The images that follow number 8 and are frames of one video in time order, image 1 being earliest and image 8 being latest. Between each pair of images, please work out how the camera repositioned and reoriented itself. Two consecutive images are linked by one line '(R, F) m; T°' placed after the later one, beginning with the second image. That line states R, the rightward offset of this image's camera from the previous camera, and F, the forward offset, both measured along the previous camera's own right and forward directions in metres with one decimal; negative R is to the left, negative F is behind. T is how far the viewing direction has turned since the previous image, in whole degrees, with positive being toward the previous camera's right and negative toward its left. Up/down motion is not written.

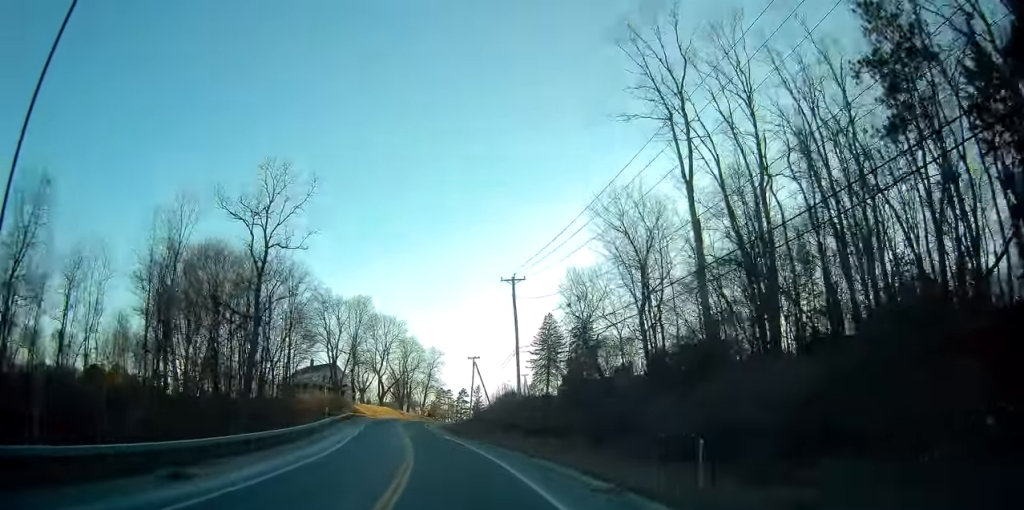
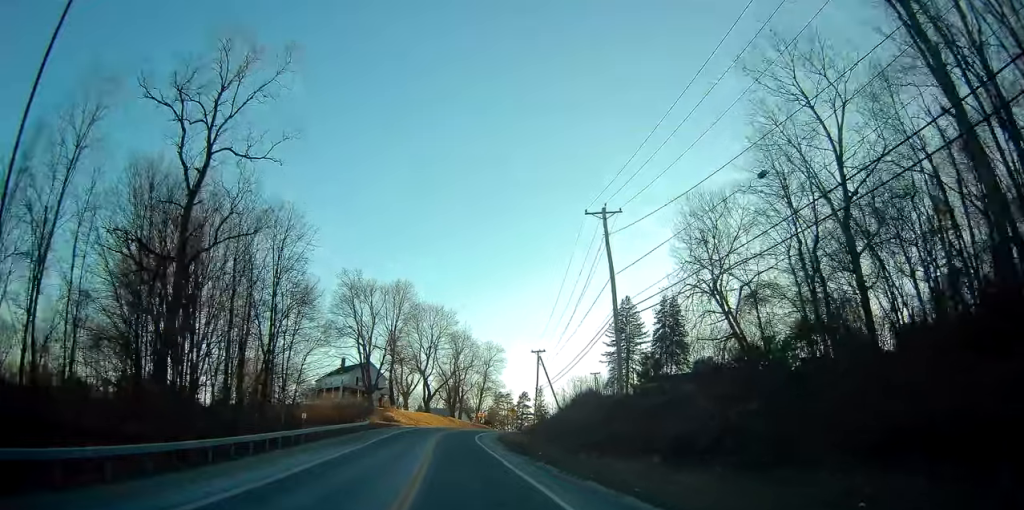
(-1.1, +20.2) m; -5°
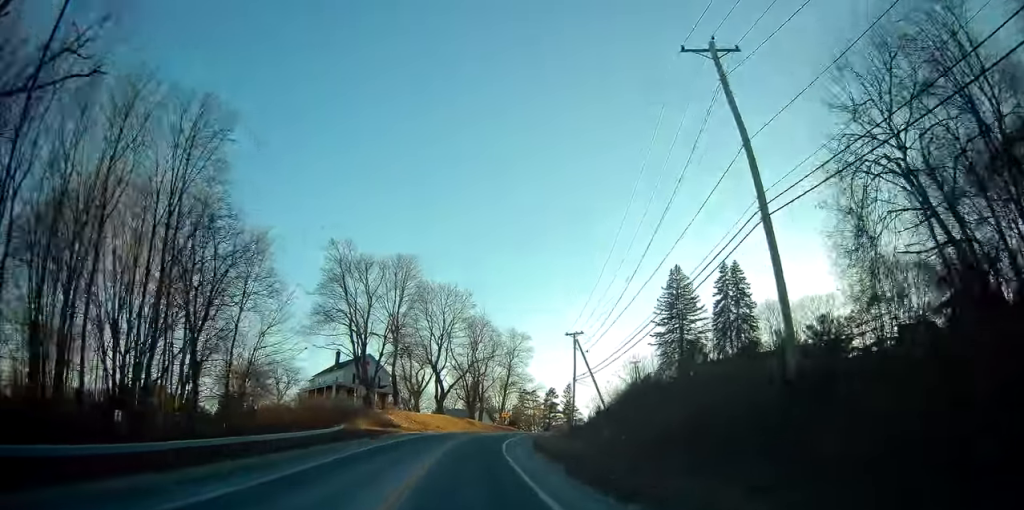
(-0.6, +17.7) m; -3°
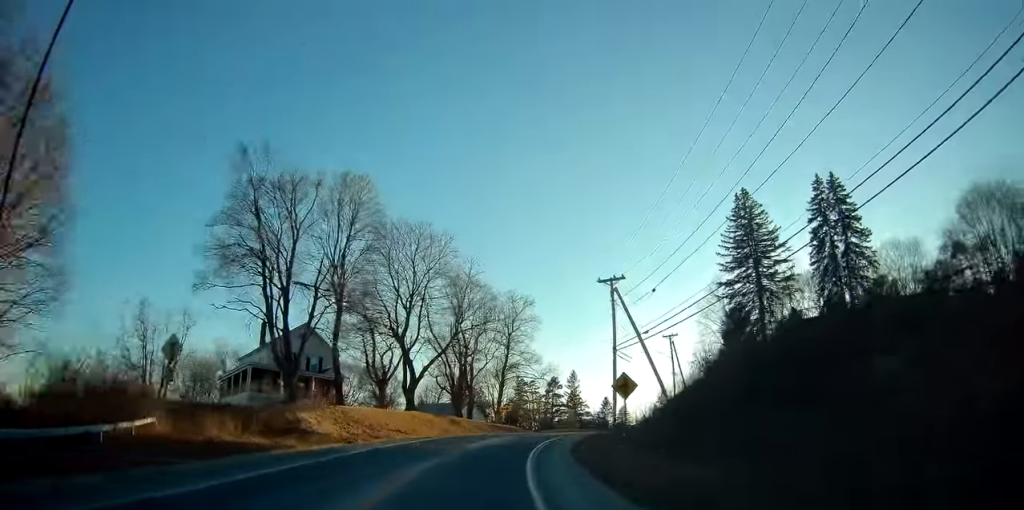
(-0.3, +27.4) m; +1°
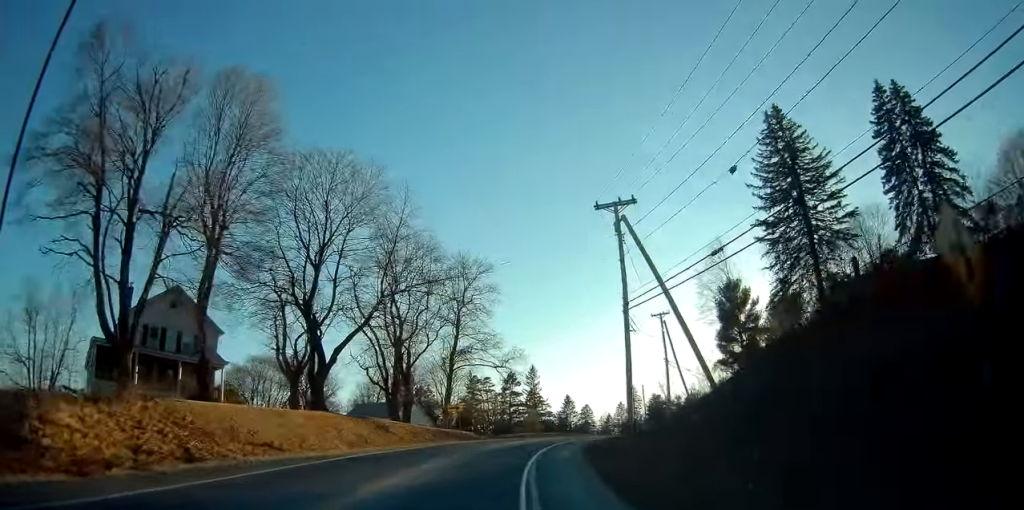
(+0.5, +18.2) m; +4°
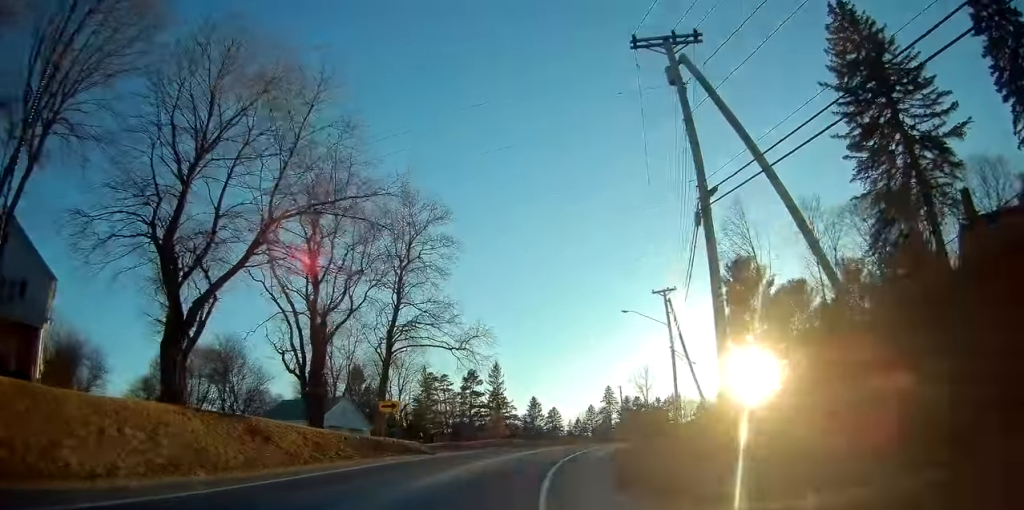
(+0.4, +15.9) m; +4°
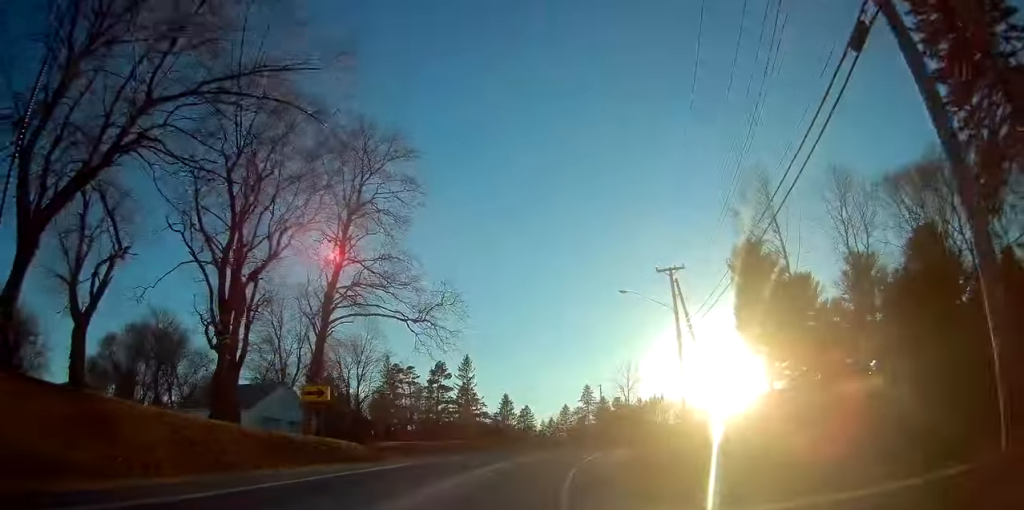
(+0.3, +9.6) m; +3°
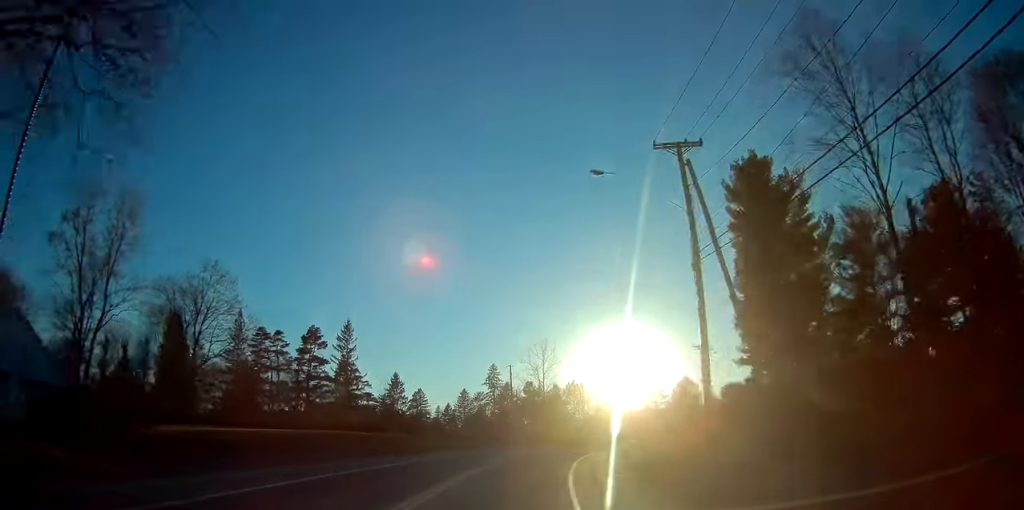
(+1.3, +22.4) m; +9°
